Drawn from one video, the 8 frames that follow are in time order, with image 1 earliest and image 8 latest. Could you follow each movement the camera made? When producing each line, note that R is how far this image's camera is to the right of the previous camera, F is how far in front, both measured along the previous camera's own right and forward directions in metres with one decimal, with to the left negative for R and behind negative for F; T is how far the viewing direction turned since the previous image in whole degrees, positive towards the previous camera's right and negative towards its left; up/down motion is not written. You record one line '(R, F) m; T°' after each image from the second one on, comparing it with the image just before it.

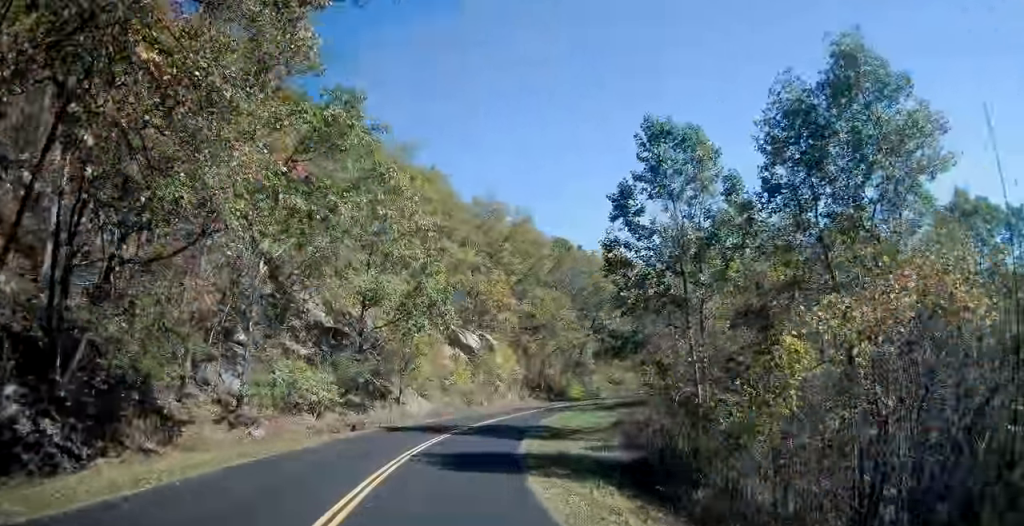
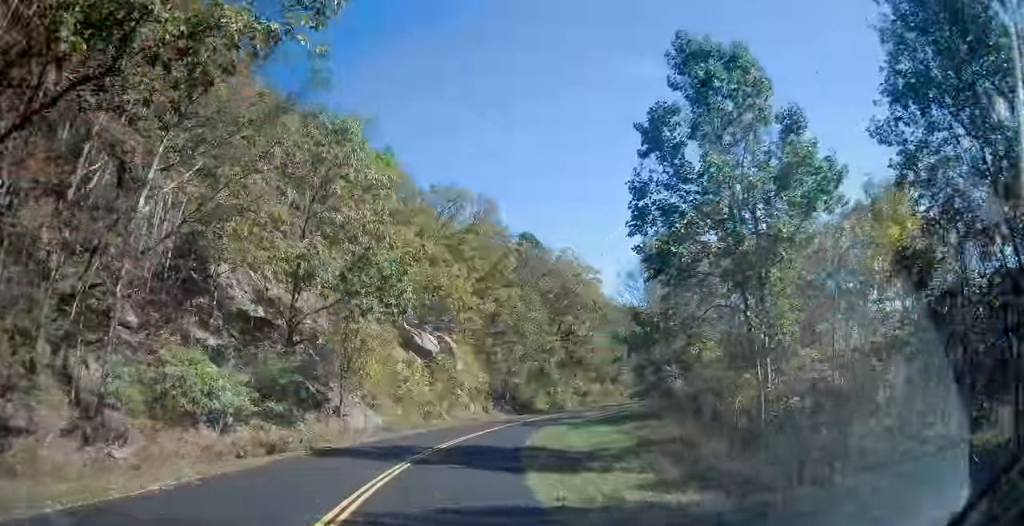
(-0.1, +9.7) m; +5°
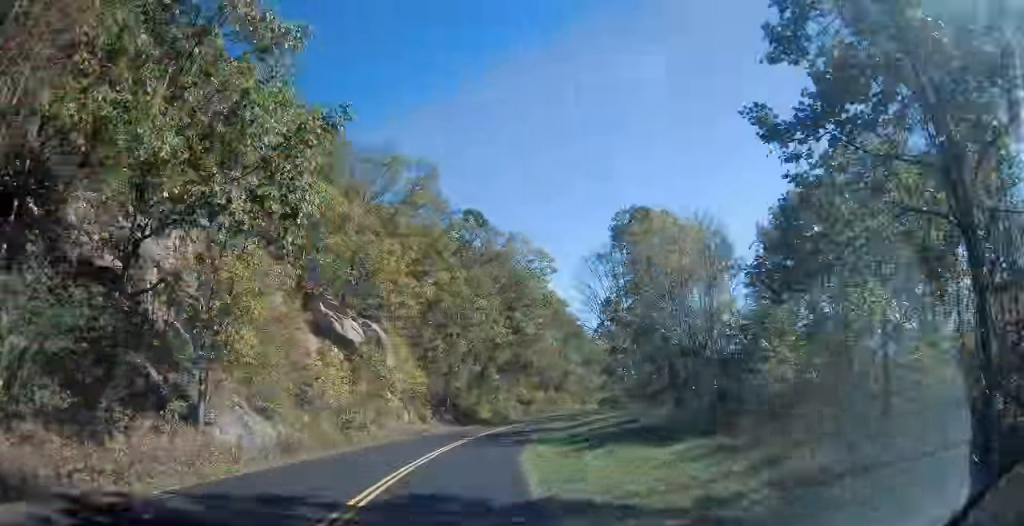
(+1.4, +12.7) m; +9°
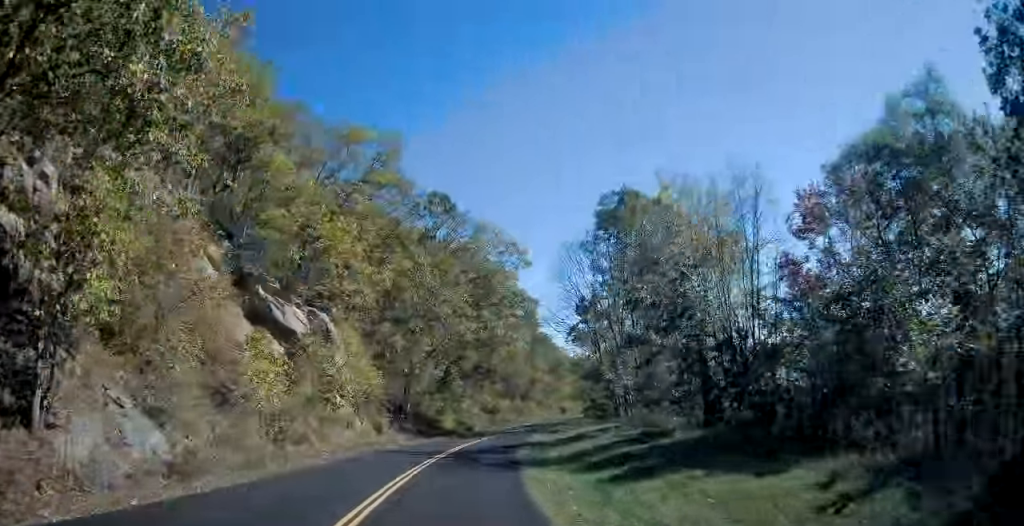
(+0.5, +7.5) m; +4°
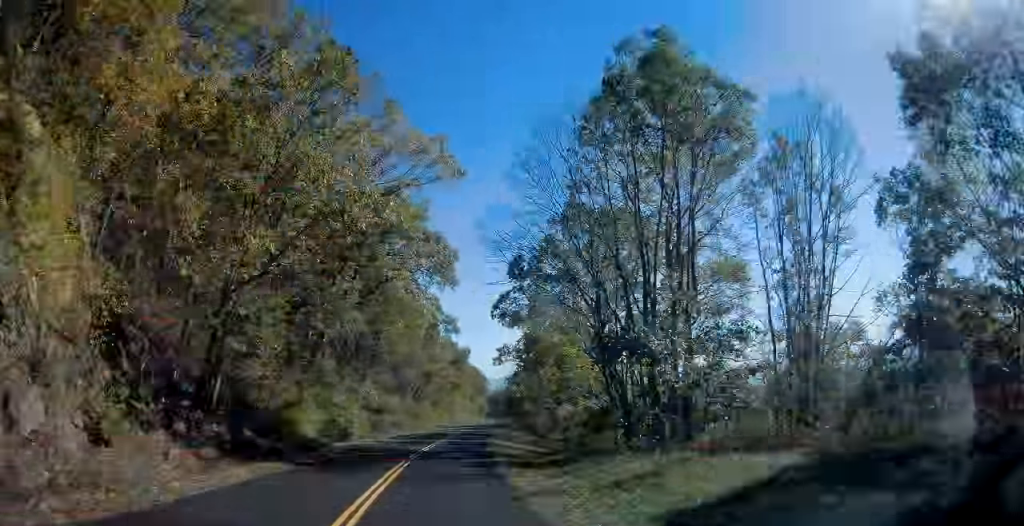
(+3.0, +25.2) m; +12°
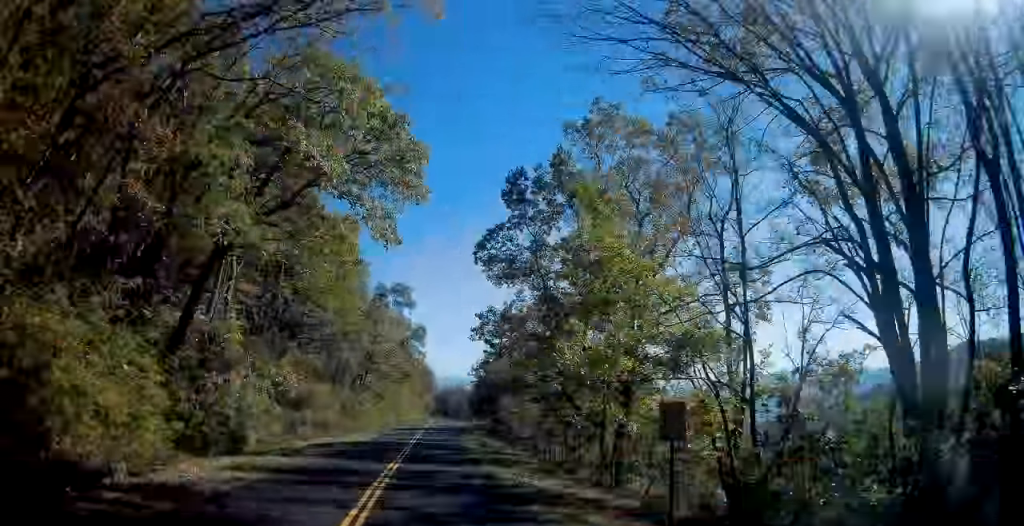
(+1.1, +20.5) m; +4°
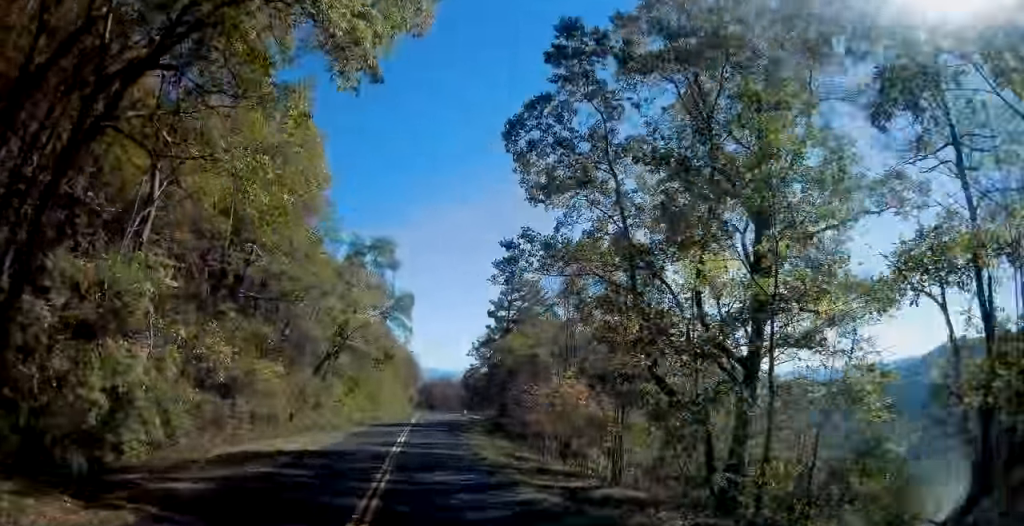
(+0.1, +14.8) m; 0°
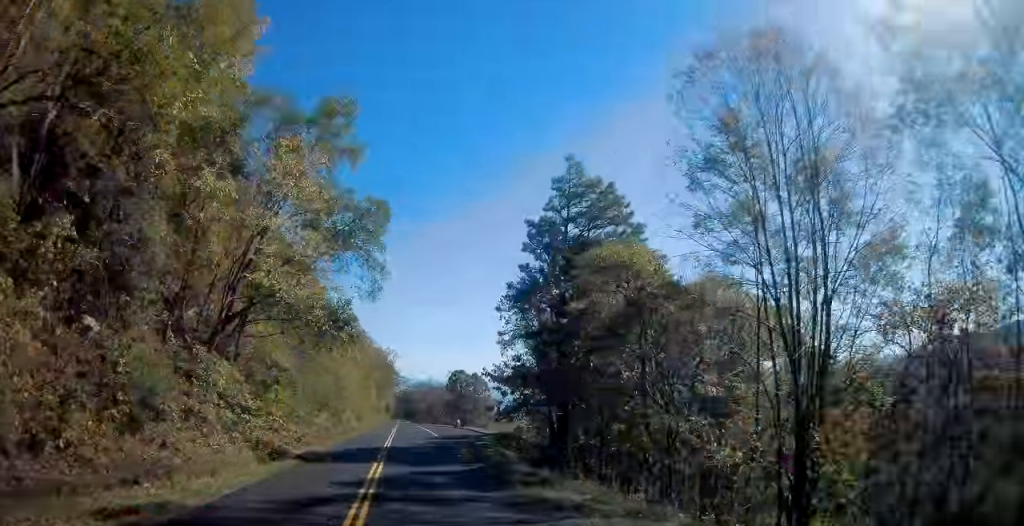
(+0.5, +25.6) m; +4°
